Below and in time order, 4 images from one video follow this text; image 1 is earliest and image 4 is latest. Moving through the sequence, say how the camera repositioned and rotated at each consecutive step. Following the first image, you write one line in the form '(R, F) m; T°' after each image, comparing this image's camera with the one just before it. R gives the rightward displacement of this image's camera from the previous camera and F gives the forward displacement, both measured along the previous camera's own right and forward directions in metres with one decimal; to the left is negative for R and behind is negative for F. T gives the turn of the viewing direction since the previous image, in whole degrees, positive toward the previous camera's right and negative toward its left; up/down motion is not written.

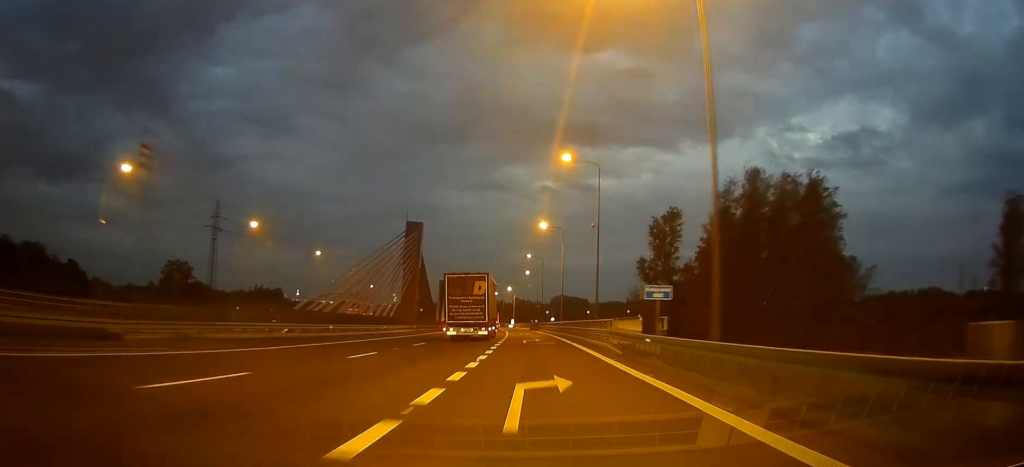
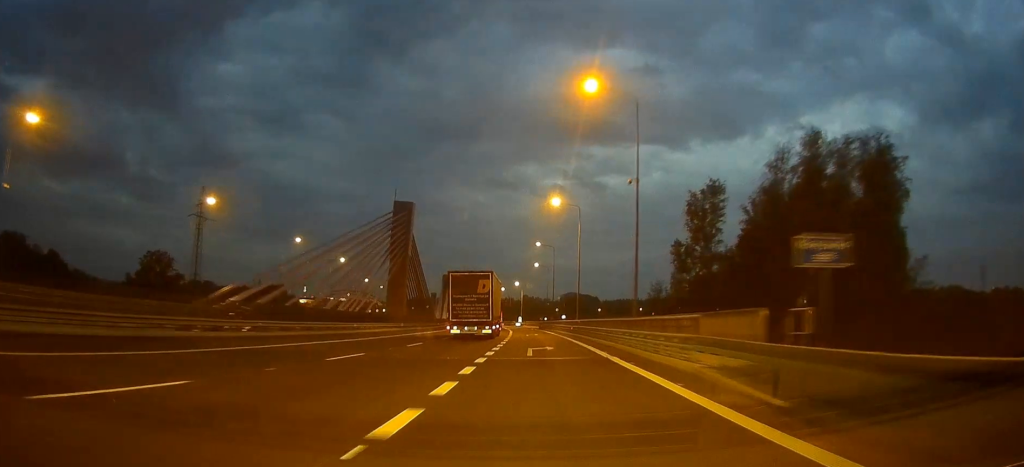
(-0.1, +14.8) m; -1°
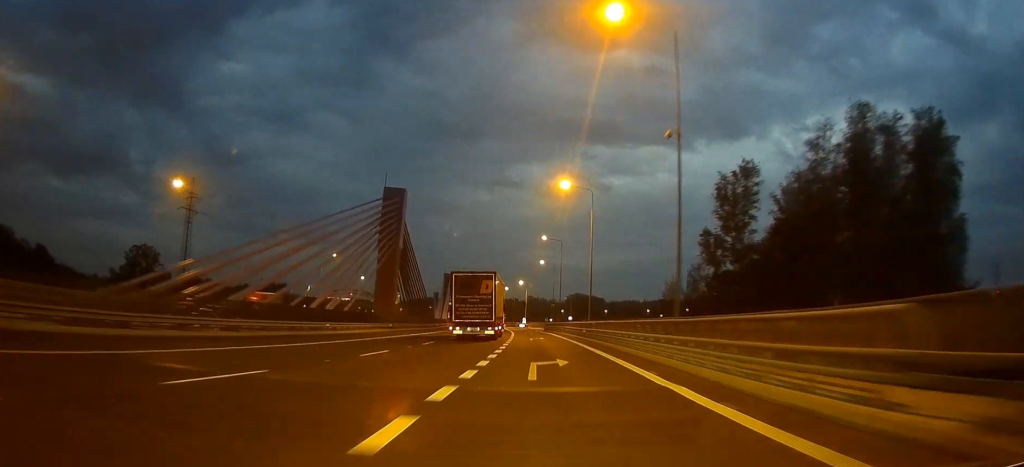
(-0.1, +8.7) m; 0°
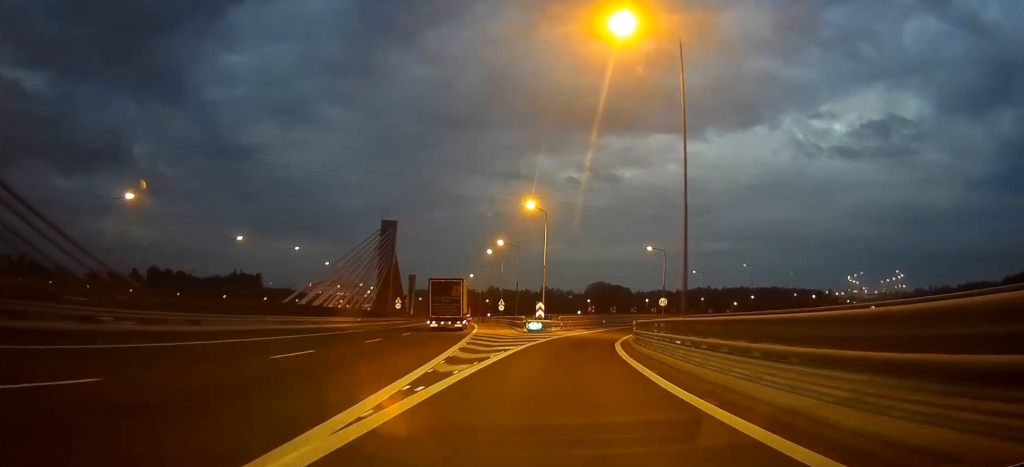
(-1.8, +99.9) m; -1°
